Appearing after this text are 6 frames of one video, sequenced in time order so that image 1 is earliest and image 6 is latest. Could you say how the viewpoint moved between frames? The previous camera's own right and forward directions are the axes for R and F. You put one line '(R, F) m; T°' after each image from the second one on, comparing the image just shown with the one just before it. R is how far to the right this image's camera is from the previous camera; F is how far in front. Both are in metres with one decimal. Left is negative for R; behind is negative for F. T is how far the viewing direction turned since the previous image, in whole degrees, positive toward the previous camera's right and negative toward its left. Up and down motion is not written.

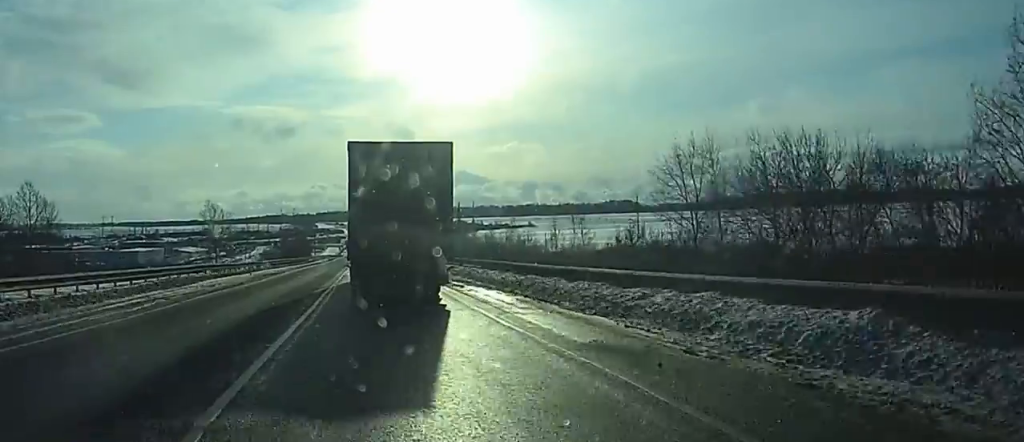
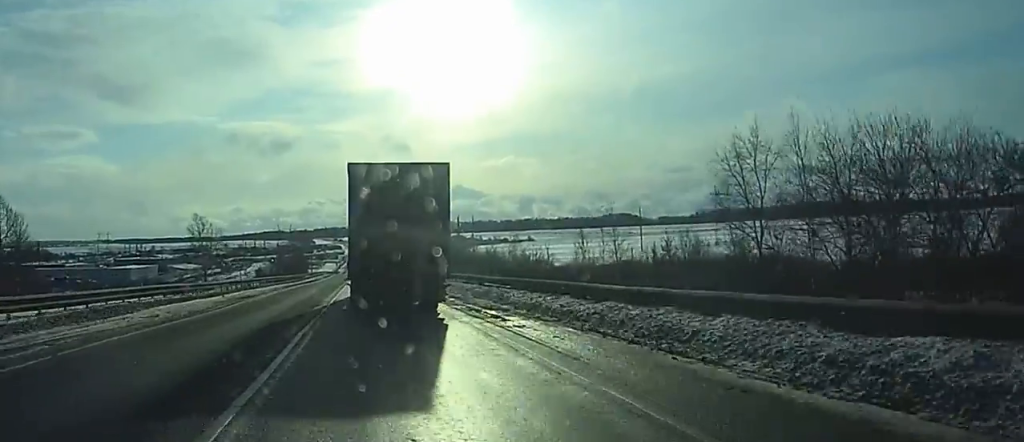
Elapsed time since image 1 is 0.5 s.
(0.0, +9.0) m; 0°
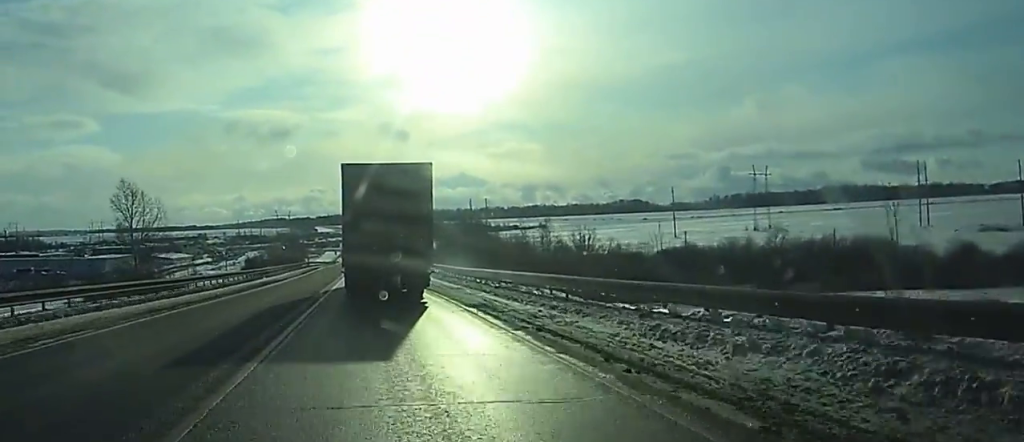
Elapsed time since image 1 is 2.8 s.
(-2.7, +45.5) m; +1°
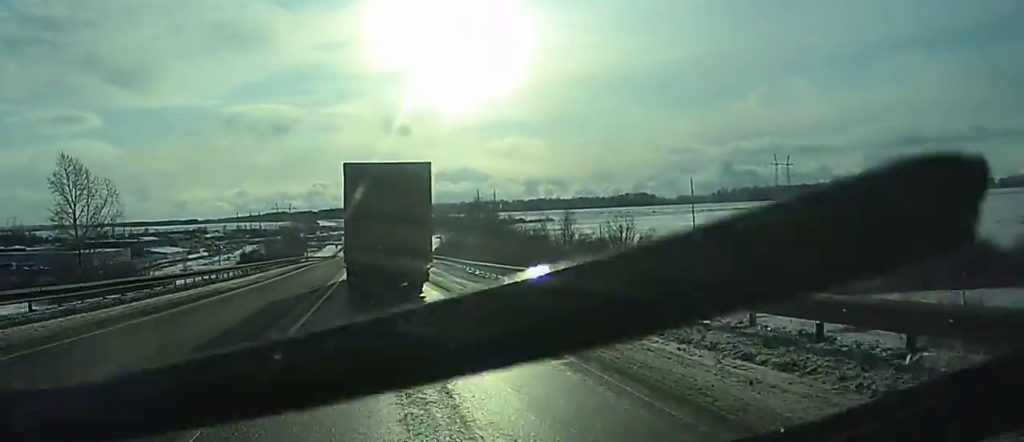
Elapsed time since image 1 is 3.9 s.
(+2.9, +21.1) m; +3°
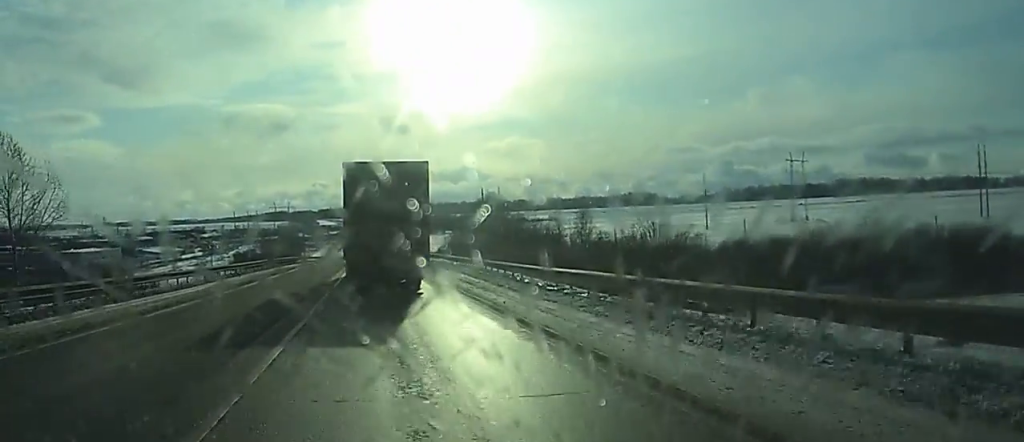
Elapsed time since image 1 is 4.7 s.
(-1.1, +15.5) m; -4°
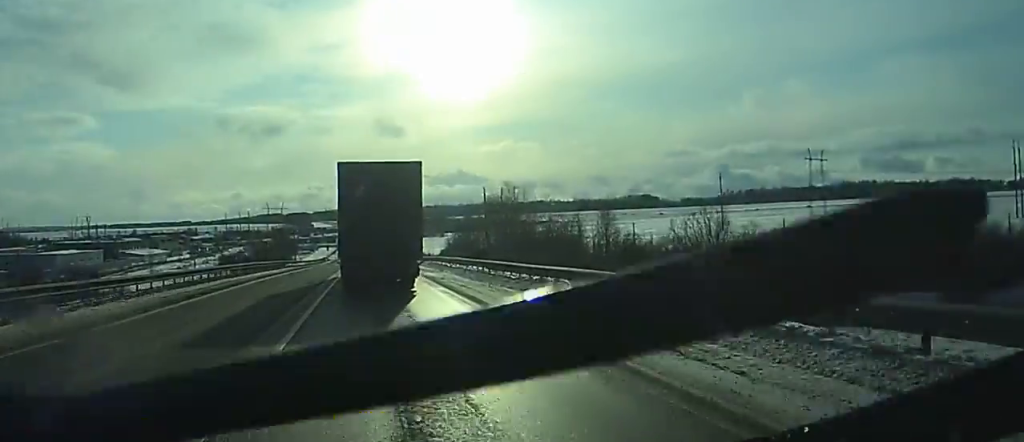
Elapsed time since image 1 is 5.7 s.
(-0.2, +21.9) m; -1°
